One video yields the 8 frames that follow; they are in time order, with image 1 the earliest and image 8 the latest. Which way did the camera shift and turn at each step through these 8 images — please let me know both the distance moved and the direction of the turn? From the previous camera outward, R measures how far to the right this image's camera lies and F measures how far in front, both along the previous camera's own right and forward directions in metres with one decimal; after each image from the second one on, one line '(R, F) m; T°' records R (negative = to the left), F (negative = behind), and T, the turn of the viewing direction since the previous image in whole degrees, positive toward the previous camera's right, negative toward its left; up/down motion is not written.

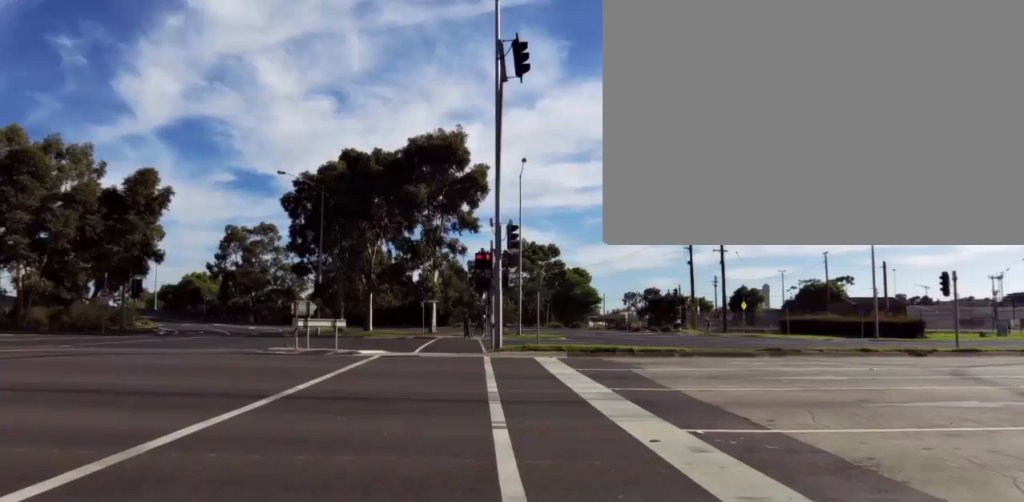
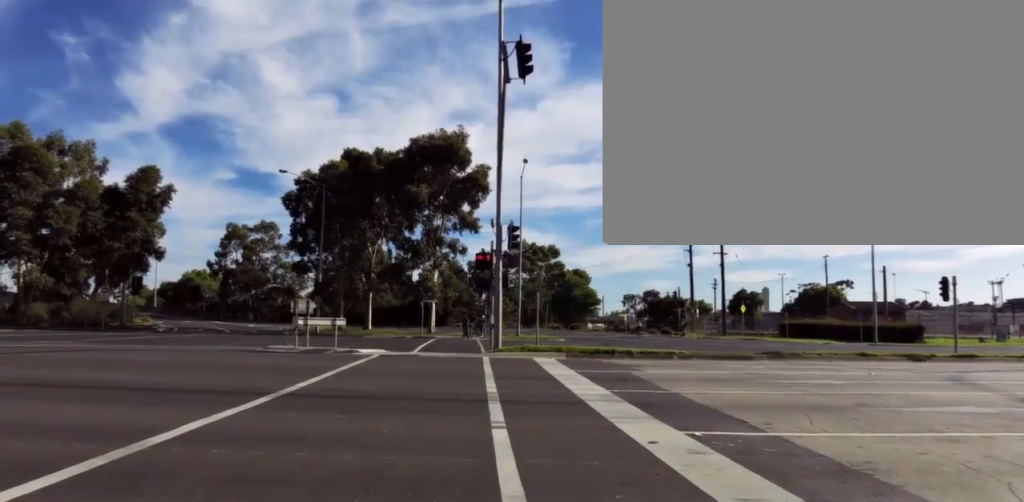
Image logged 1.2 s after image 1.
(0.0, 0.0) m; 0°
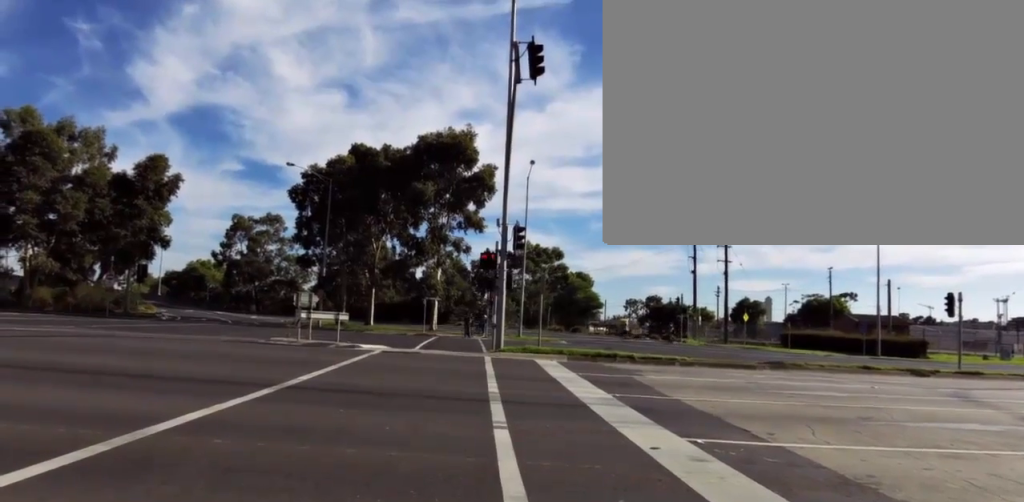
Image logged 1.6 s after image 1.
(0.0, 0.0) m; 0°
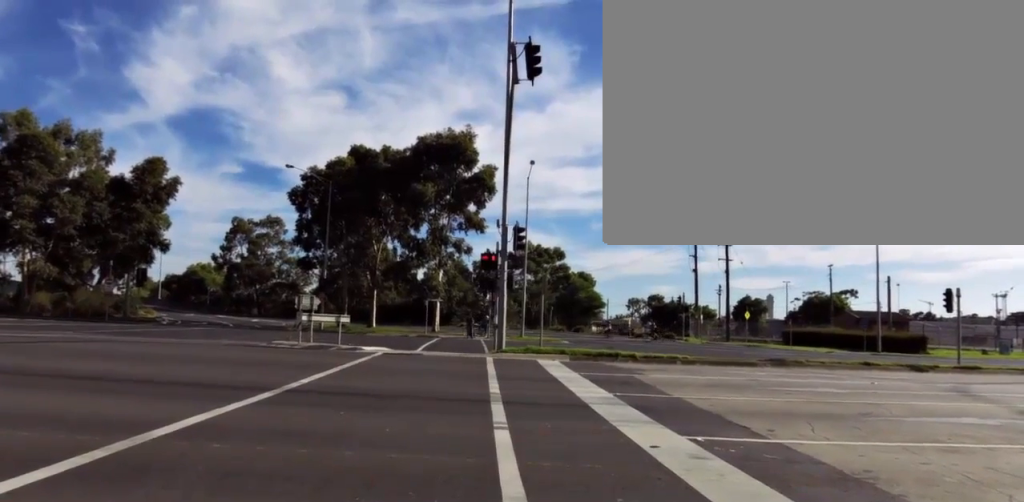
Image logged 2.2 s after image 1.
(0.0, 0.0) m; 0°
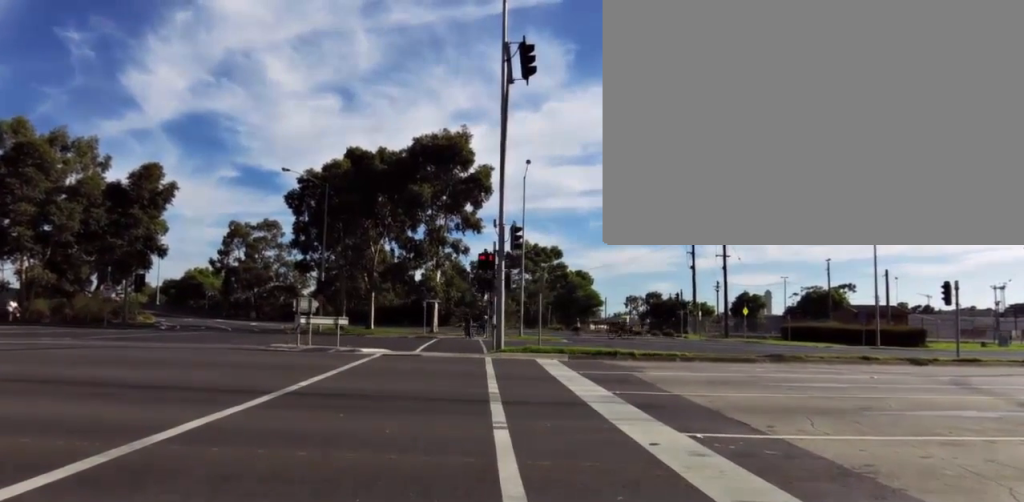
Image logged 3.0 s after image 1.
(0.0, 0.0) m; 0°
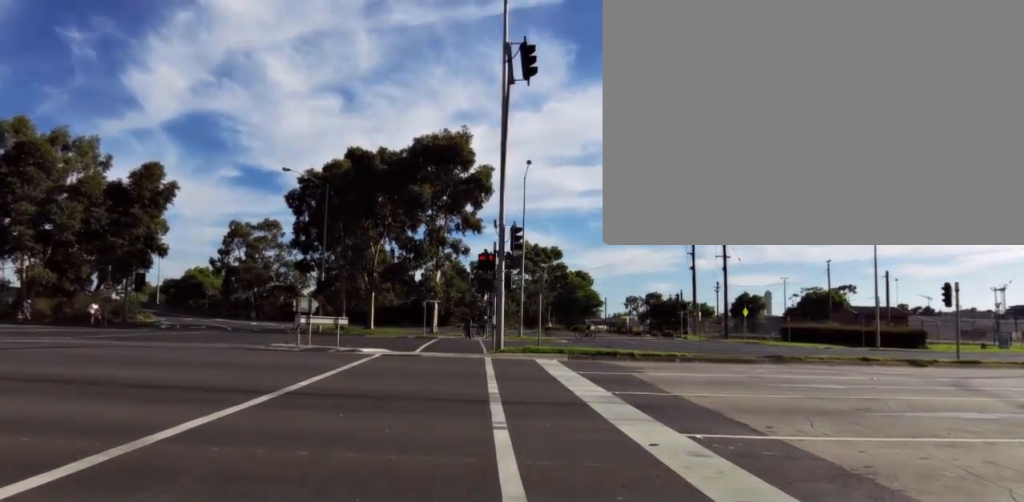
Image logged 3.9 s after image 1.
(0.0, 0.0) m; 0°
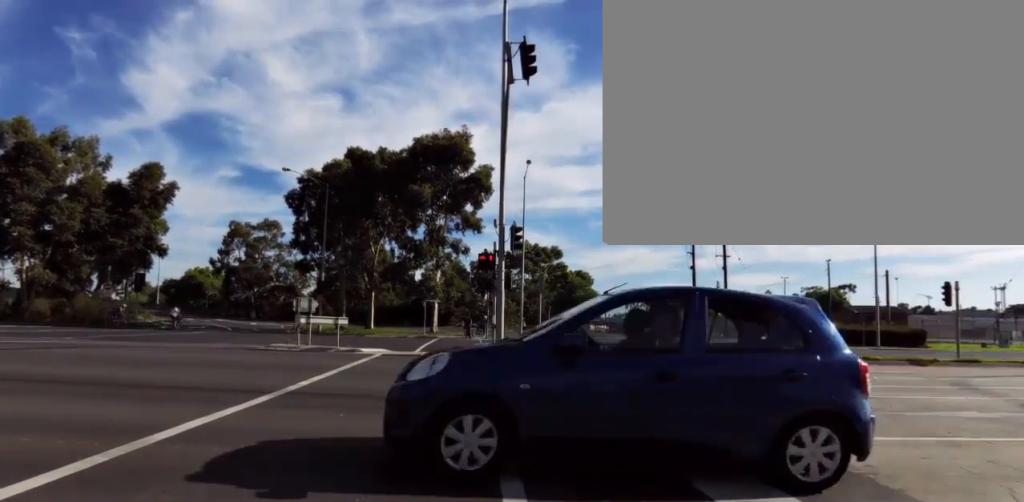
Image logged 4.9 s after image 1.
(0.0, 0.0) m; 0°
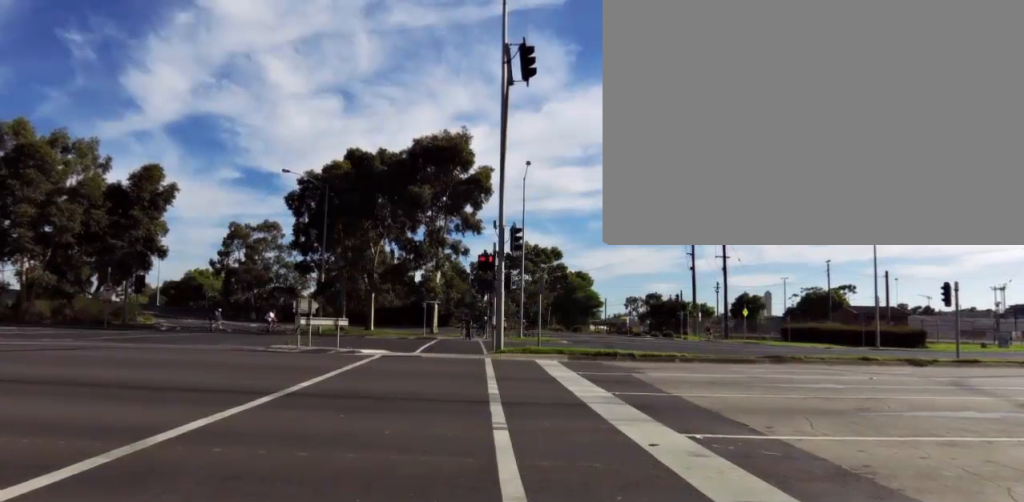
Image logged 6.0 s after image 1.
(0.0, 0.0) m; 0°
